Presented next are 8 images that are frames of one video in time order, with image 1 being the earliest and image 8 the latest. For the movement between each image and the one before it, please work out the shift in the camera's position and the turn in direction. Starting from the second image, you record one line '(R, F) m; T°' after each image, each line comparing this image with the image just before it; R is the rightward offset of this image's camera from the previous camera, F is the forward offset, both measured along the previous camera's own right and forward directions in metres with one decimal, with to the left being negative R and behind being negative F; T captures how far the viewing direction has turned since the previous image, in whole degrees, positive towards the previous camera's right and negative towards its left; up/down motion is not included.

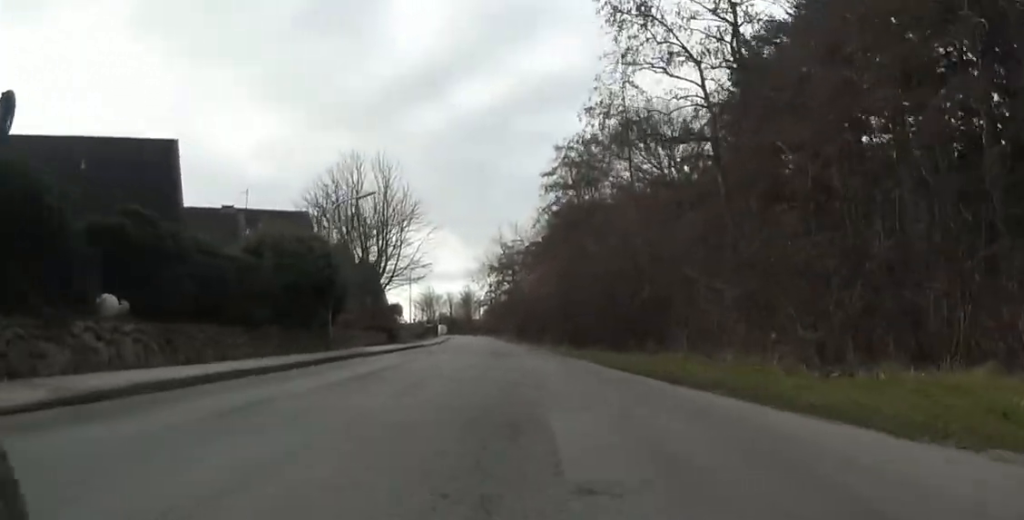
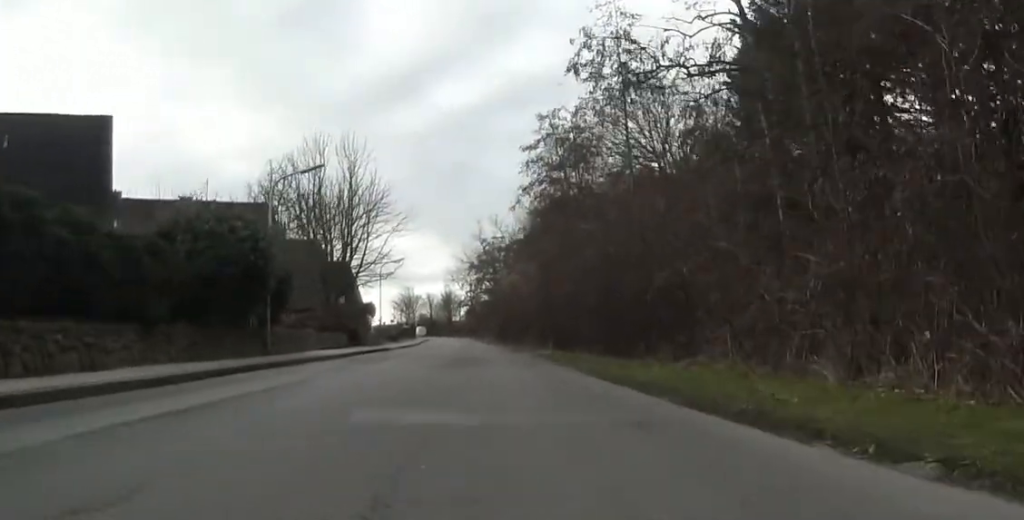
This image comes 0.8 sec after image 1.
(-0.1, +4.7) m; -3°
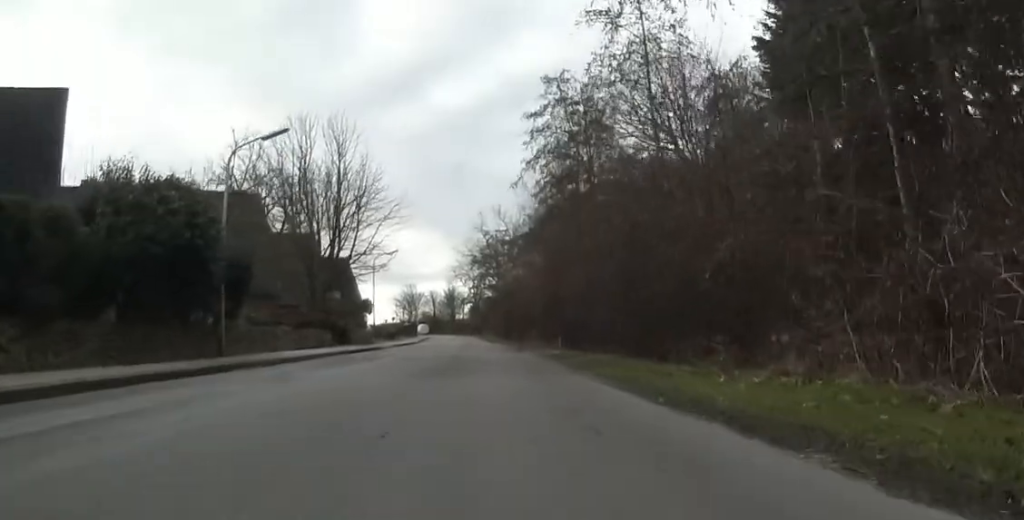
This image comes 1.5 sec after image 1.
(-0.2, +3.8) m; -5°
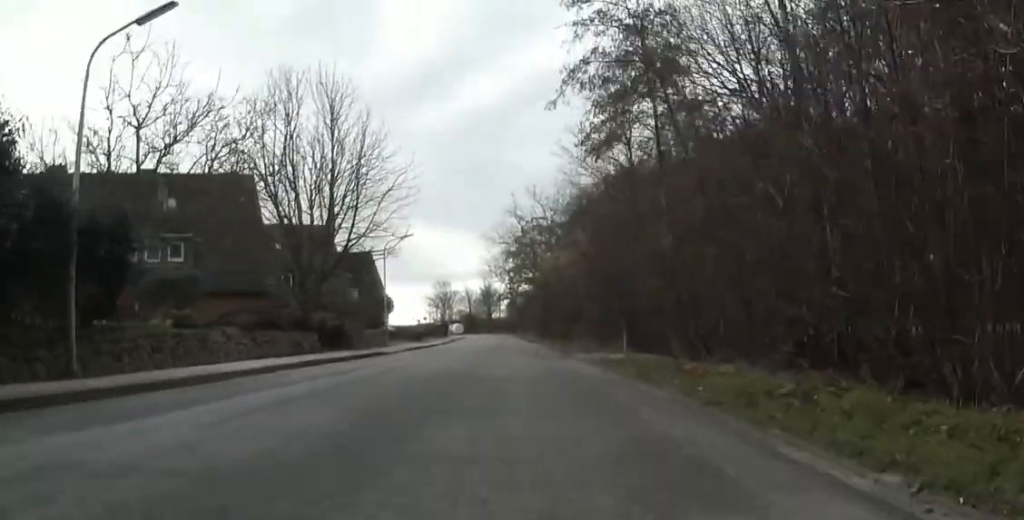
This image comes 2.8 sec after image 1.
(-0.4, +8.3) m; -1°
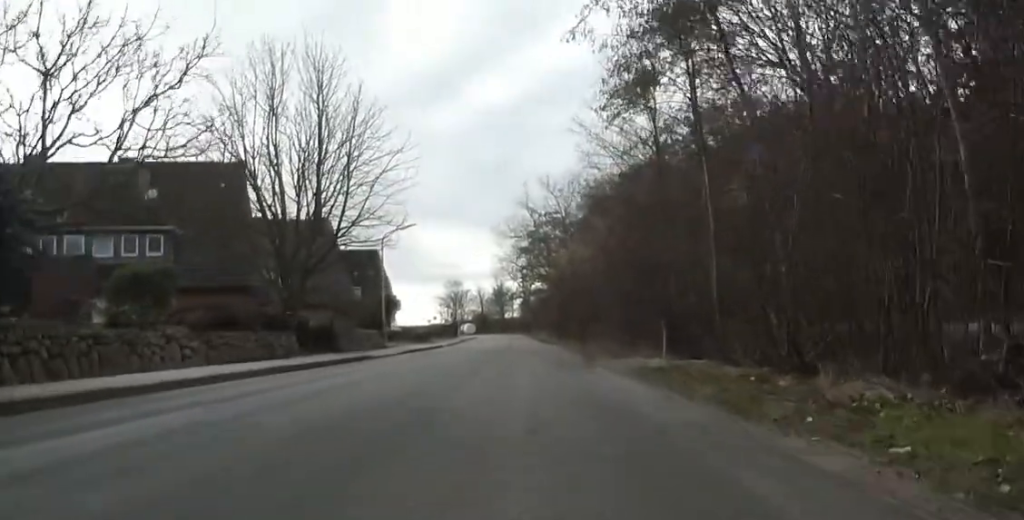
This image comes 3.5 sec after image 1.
(+0.1, +3.8) m; +1°
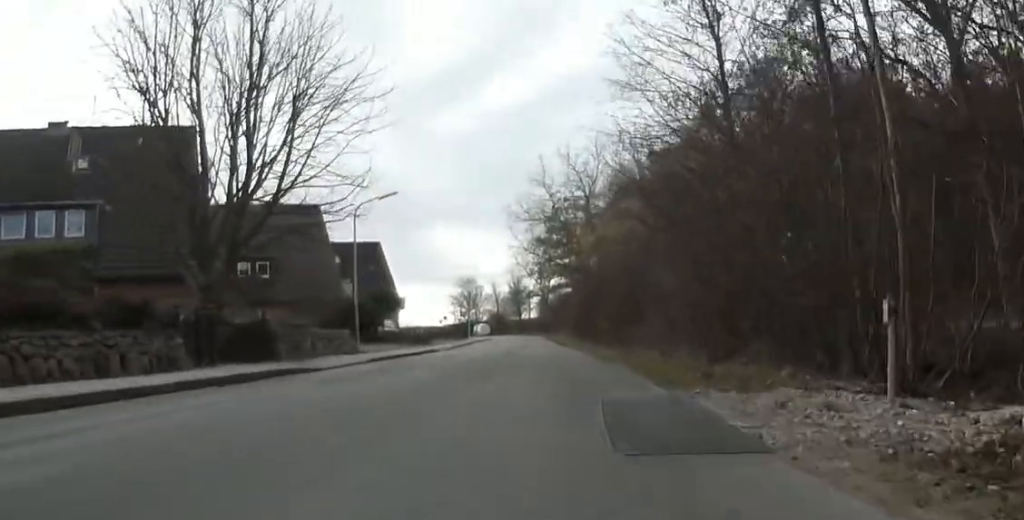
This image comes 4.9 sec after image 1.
(+0.1, +8.2) m; -4°
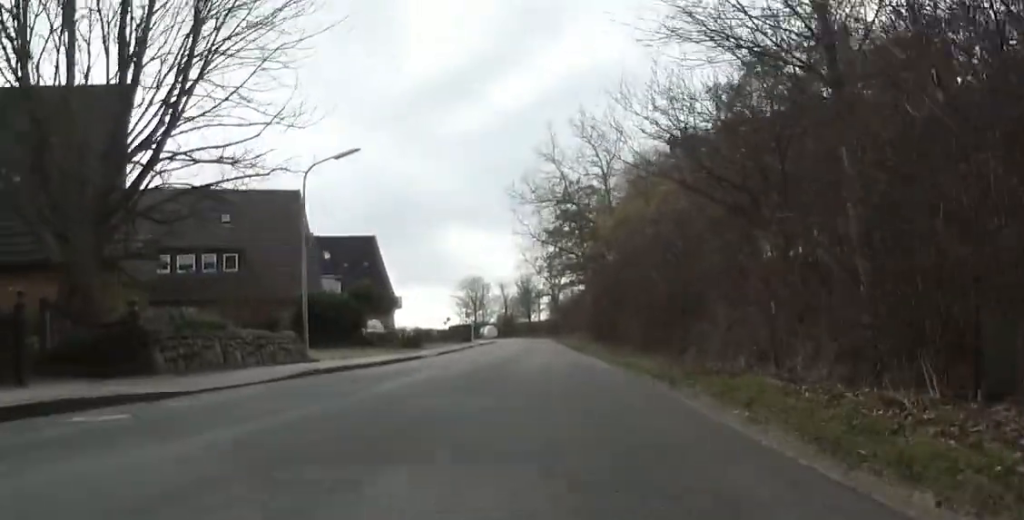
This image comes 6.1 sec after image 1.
(-0.5, +6.8) m; -3°
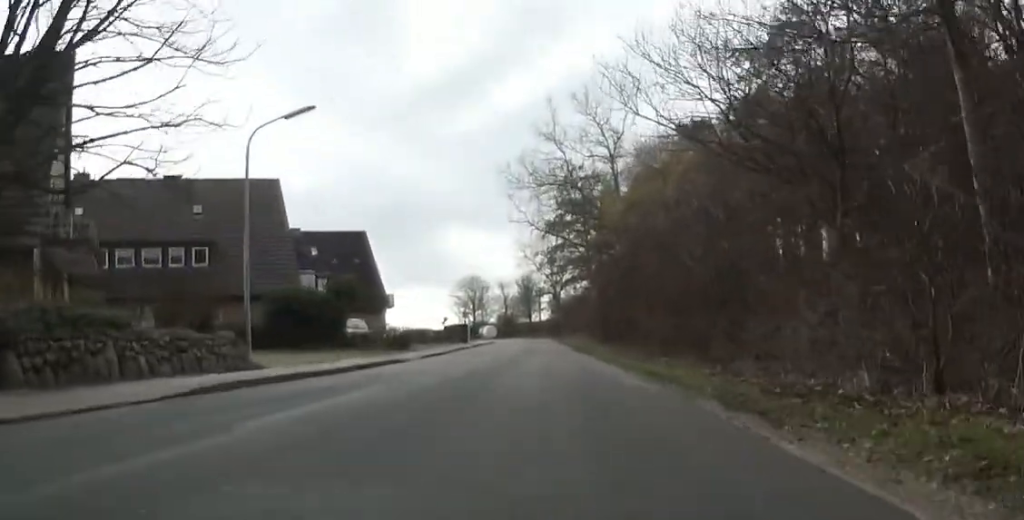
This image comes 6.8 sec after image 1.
(-0.3, +4.1) m; +1°
